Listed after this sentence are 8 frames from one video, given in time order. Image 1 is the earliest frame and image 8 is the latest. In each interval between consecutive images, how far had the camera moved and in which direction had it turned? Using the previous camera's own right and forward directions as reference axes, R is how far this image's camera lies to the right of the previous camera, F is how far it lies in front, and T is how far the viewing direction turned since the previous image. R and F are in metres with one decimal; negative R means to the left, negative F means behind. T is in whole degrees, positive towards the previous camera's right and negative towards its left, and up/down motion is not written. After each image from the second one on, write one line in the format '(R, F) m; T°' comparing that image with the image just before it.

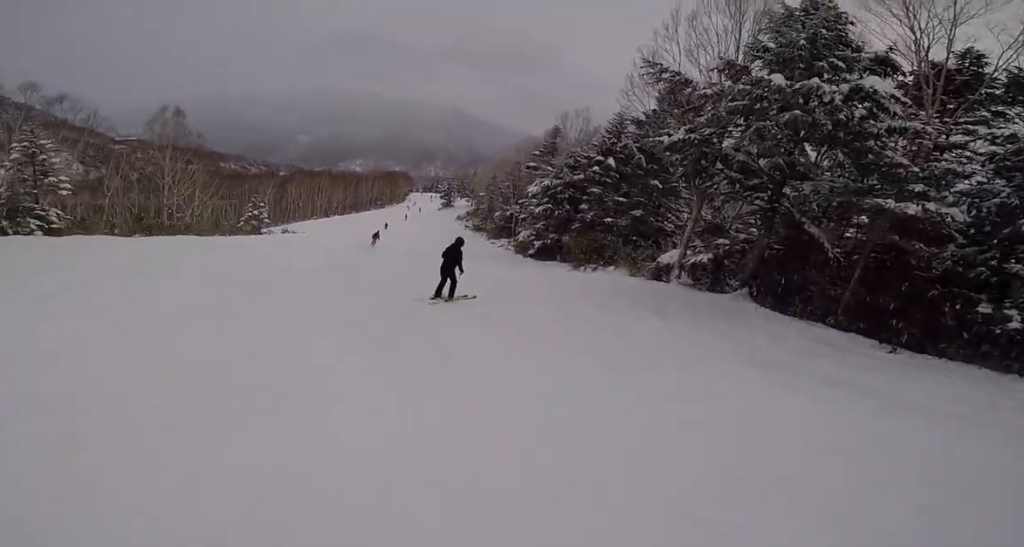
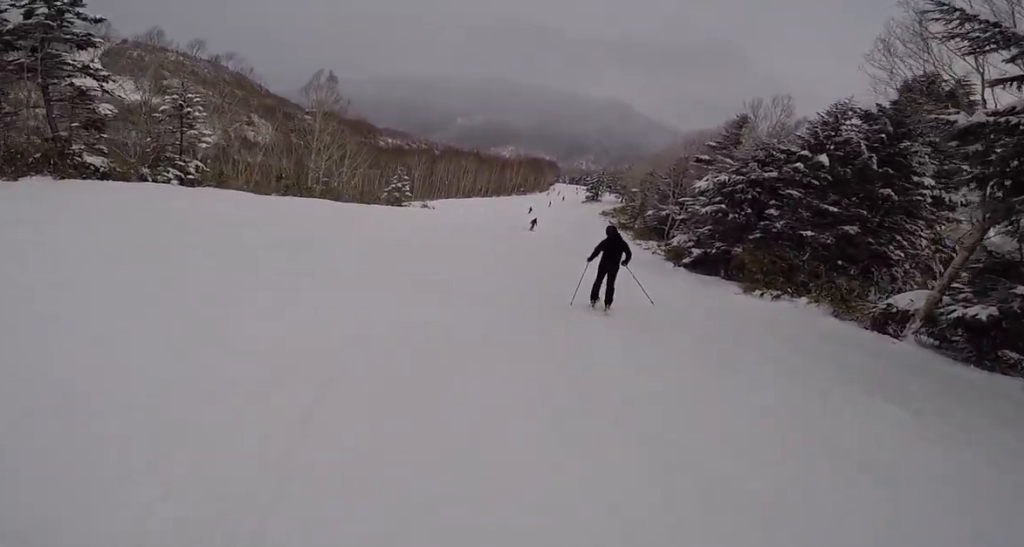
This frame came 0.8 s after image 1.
(-0.5, +3.4) m; -21°
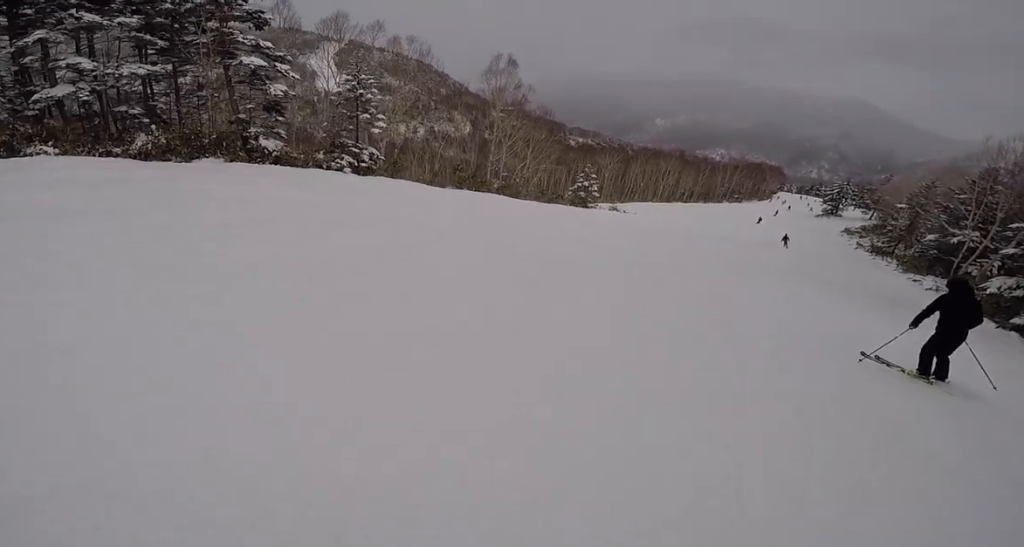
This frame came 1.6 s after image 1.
(-0.5, +3.2) m; -18°
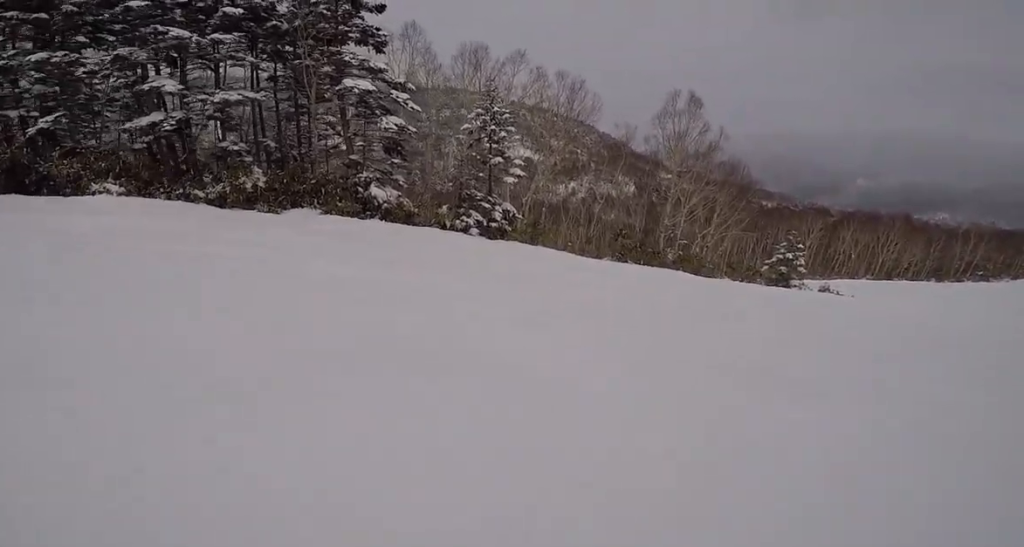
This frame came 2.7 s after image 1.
(-1.0, +4.5) m; -5°
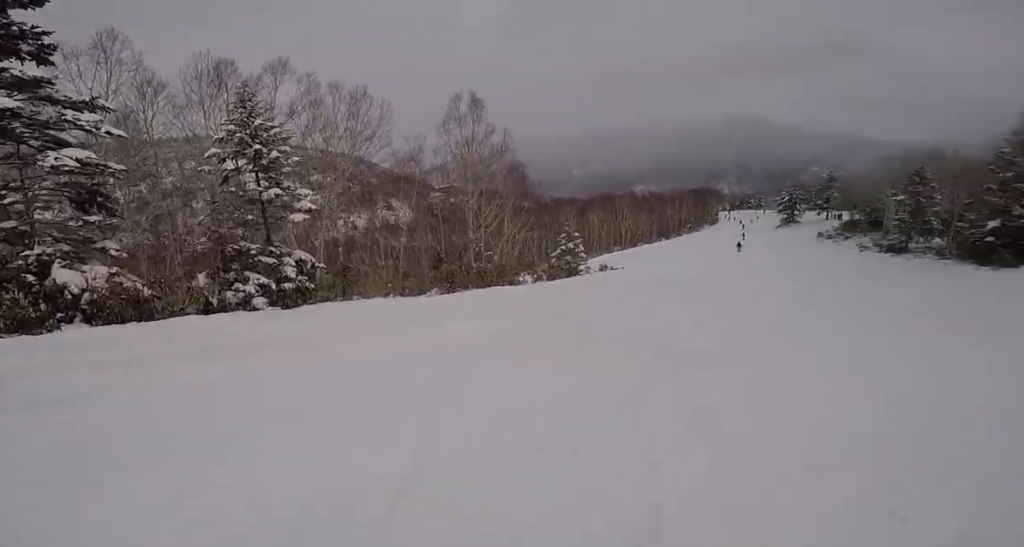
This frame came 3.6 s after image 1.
(+0.3, +3.6) m; +22°
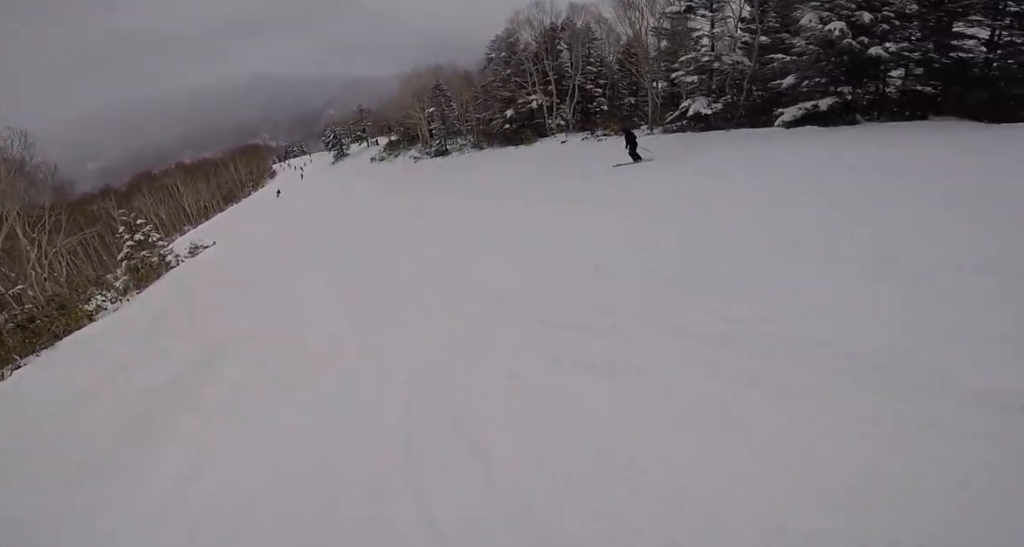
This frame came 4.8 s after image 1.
(+2.0, +4.3) m; +39°
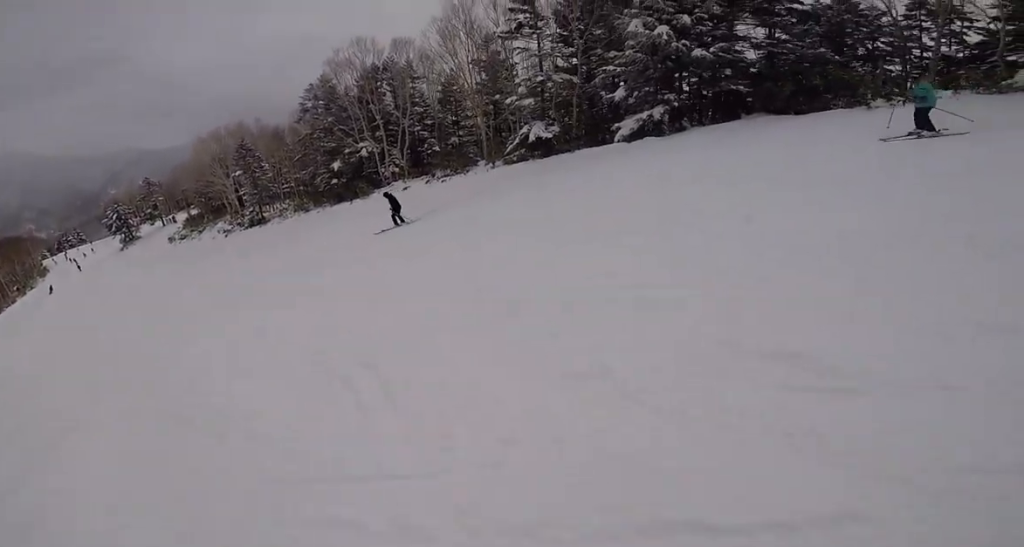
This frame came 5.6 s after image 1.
(+0.5, +3.0) m; +18°
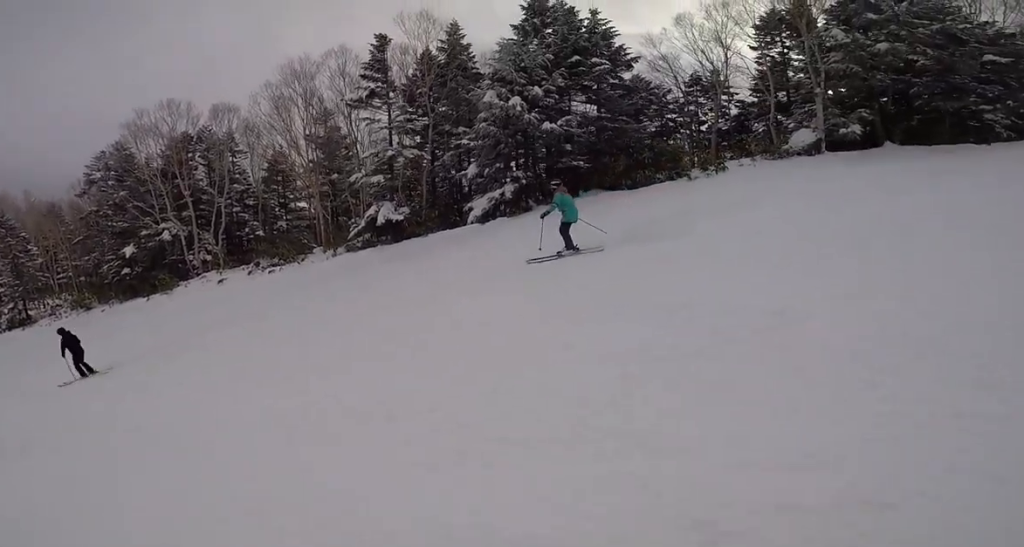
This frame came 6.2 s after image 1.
(0.0, +2.5) m; +15°
